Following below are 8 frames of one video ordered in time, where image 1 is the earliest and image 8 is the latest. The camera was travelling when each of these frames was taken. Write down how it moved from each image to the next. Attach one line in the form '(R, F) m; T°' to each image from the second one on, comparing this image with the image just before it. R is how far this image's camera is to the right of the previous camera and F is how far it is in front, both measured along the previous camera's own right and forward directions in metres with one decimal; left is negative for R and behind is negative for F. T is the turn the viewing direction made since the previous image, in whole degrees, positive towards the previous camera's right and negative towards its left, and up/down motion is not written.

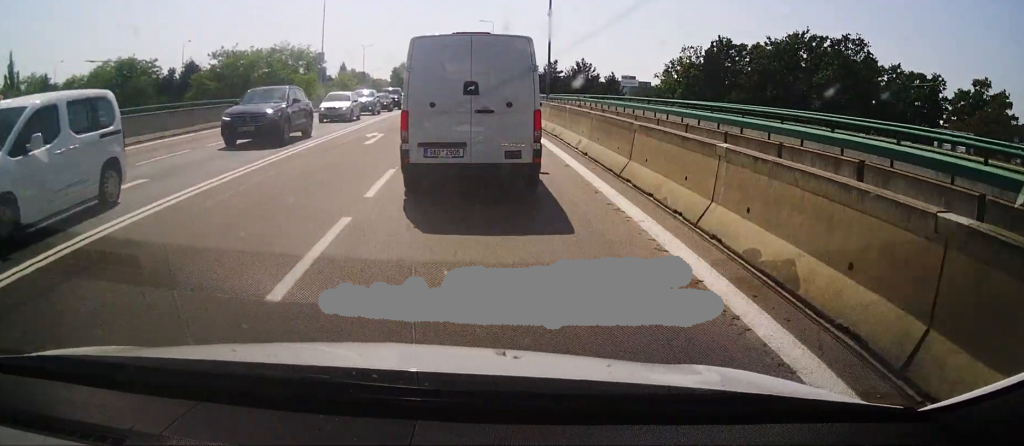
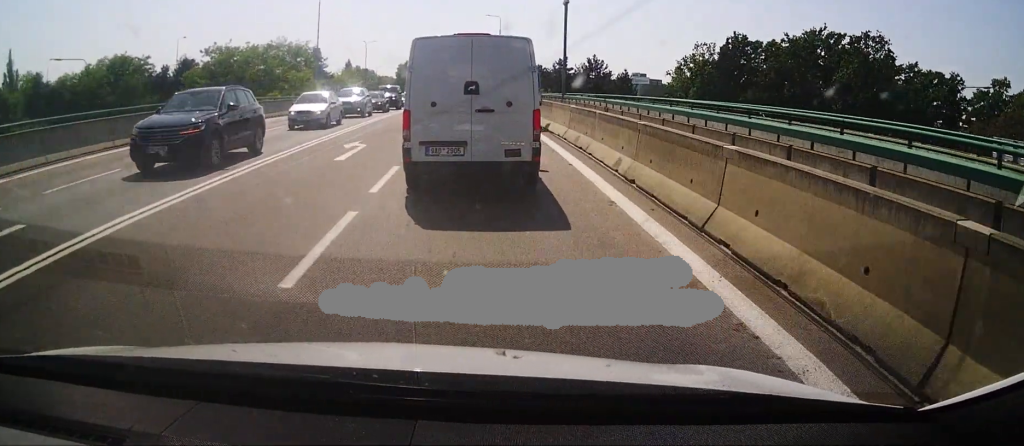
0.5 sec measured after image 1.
(-0.1, +4.4) m; -2°
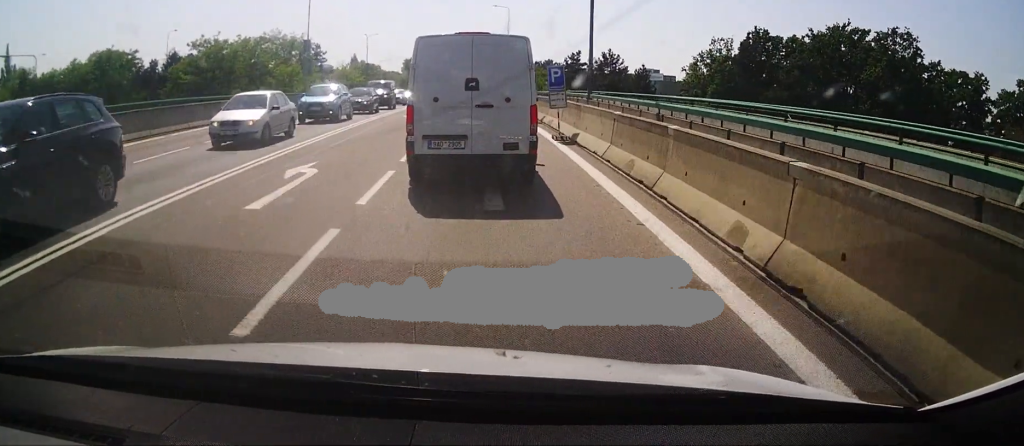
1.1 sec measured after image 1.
(0.0, +5.9) m; -2°
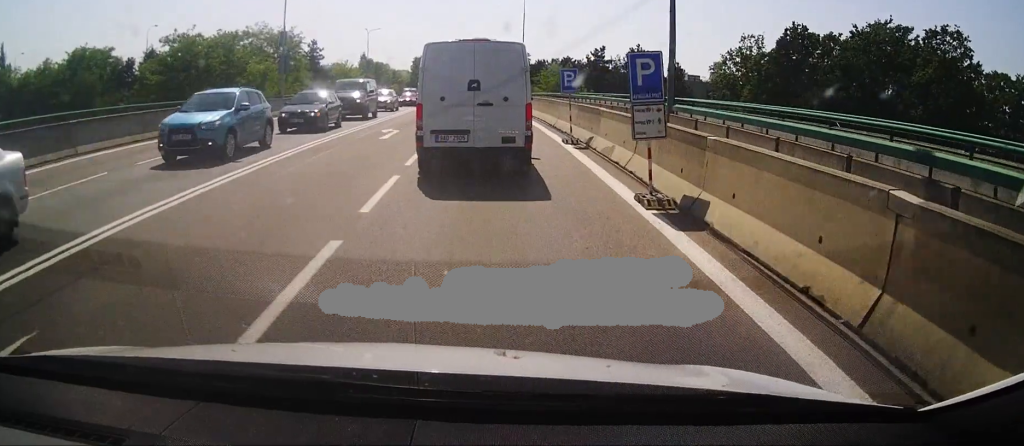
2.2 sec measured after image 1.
(-0.5, +9.8) m; -1°
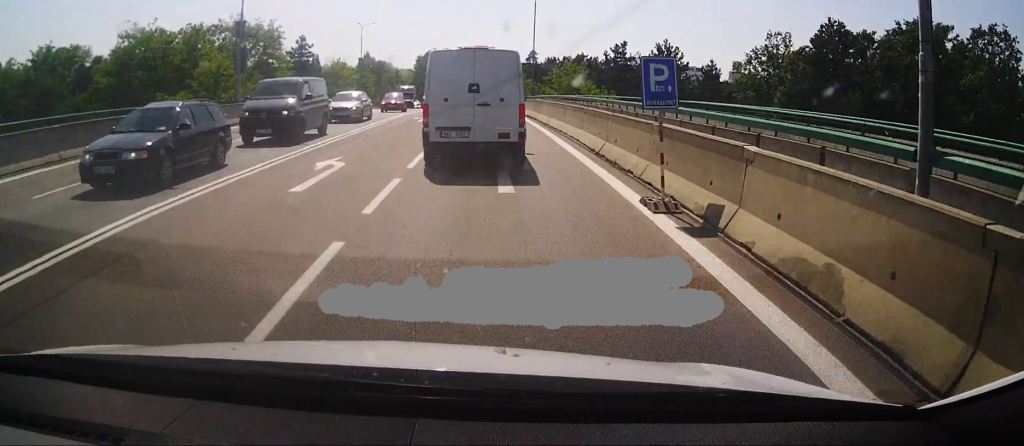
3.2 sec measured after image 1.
(+0.3, +8.9) m; +2°
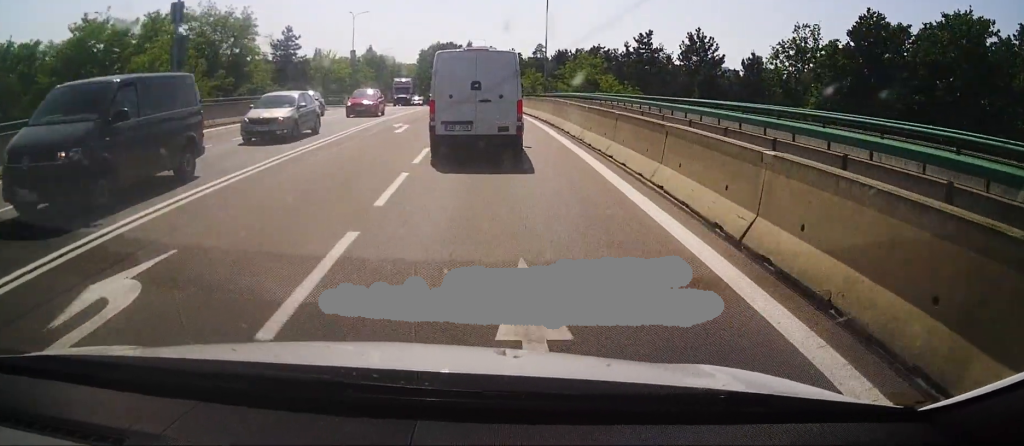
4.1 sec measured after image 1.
(0.0, +8.0) m; 0°
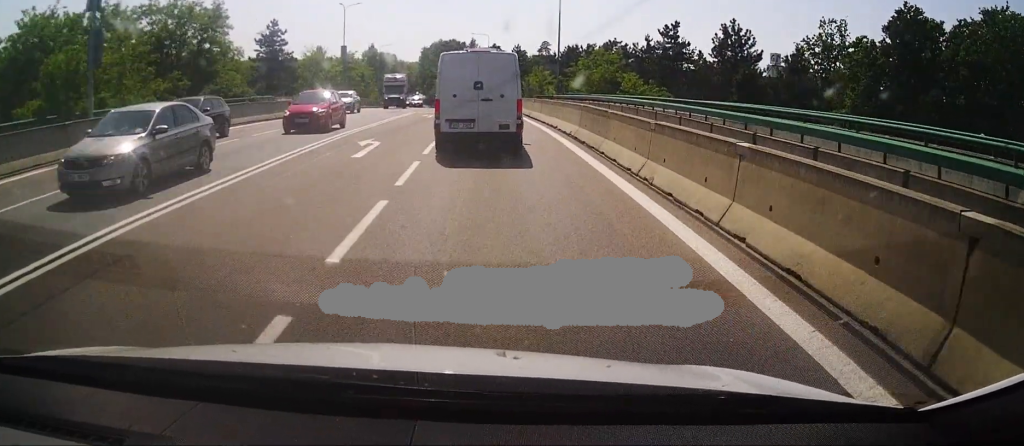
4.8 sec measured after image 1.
(0.0, +6.7) m; -1°
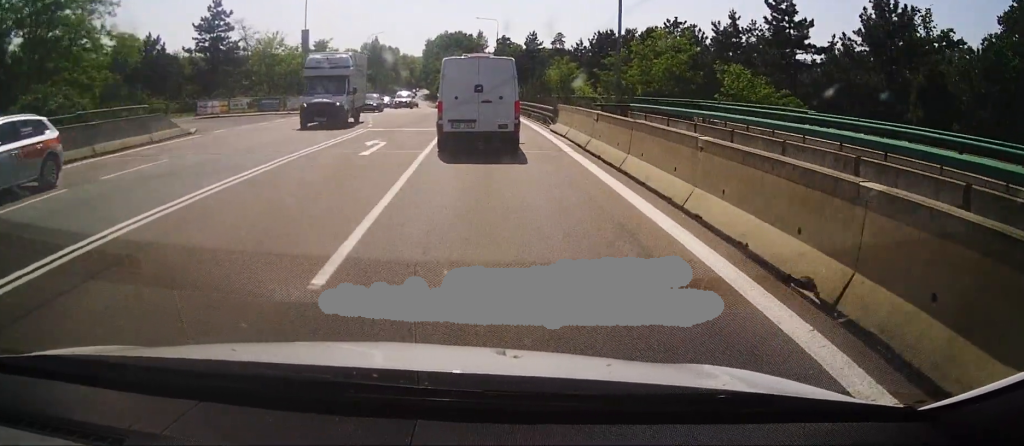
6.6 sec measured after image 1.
(-0.1, +17.5) m; 0°
